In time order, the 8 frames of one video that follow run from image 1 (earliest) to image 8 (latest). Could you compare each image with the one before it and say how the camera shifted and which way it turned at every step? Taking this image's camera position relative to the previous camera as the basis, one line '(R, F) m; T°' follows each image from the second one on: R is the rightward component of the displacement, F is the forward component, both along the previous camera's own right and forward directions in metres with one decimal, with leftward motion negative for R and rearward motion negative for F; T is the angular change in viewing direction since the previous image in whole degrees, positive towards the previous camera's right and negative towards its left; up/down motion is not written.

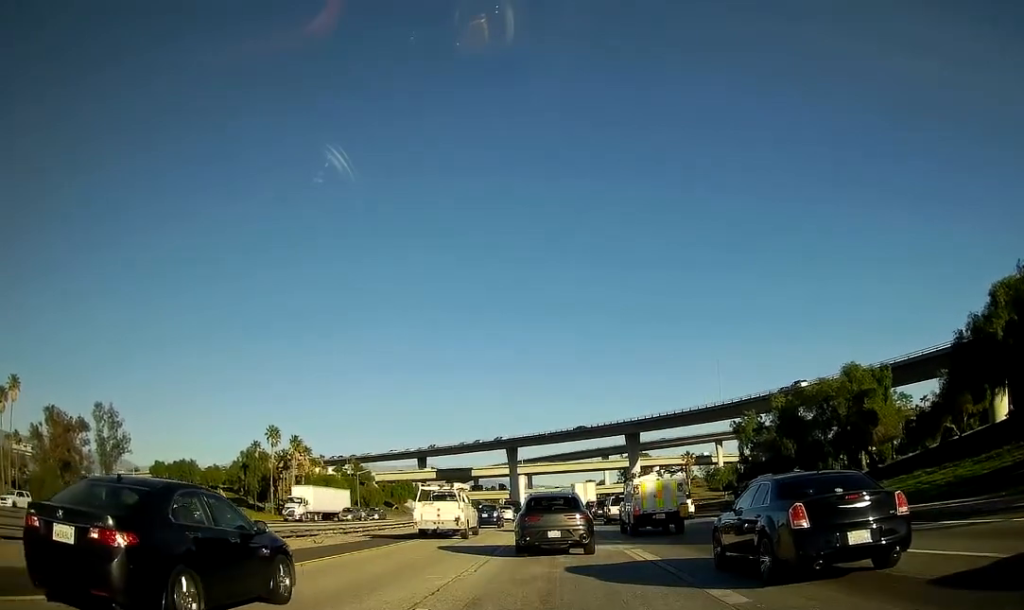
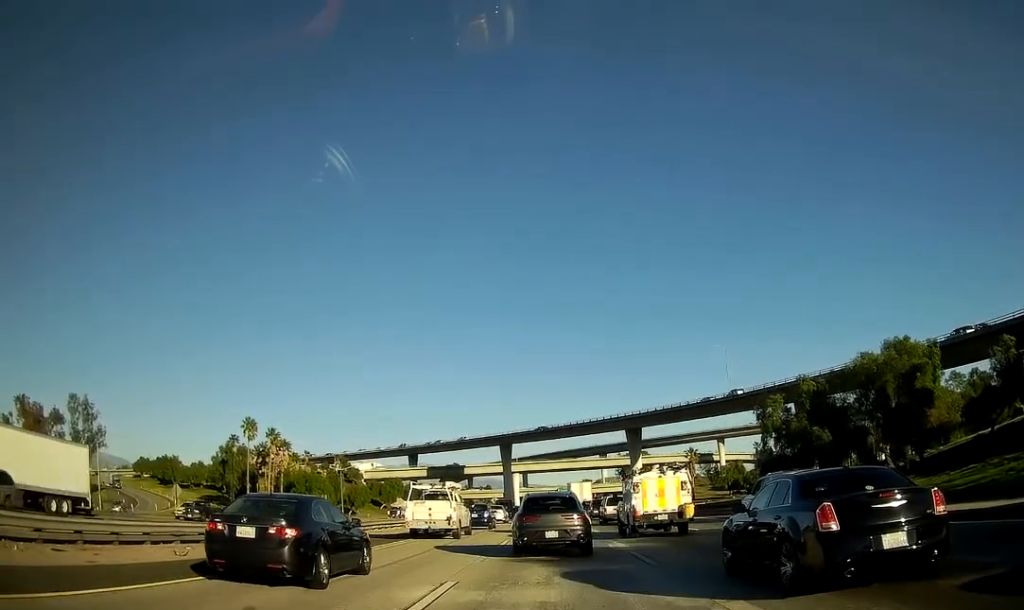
(-0.4, +11.1) m; -1°
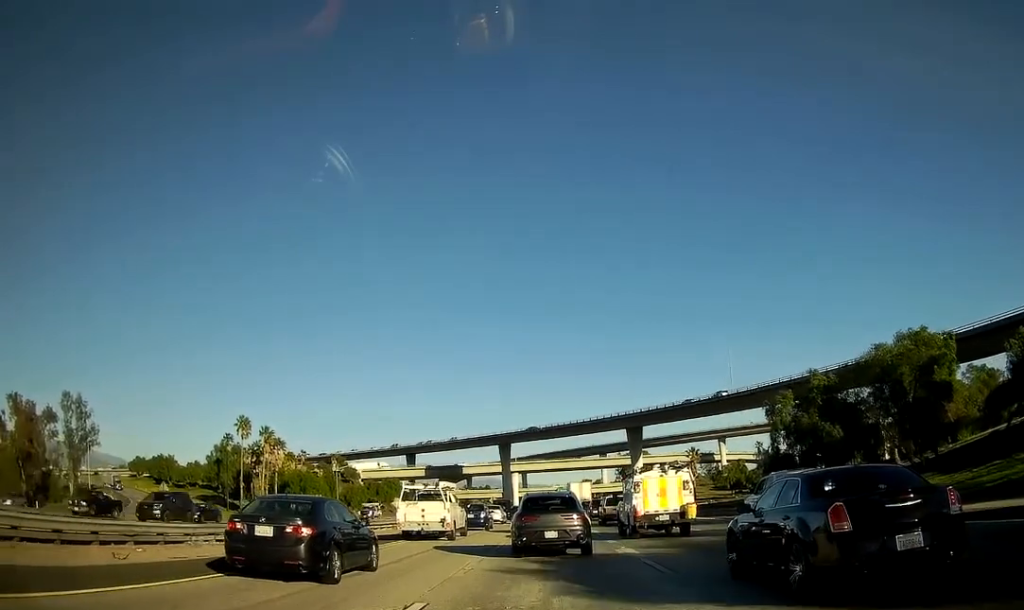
(+0.1, +2.7) m; 0°
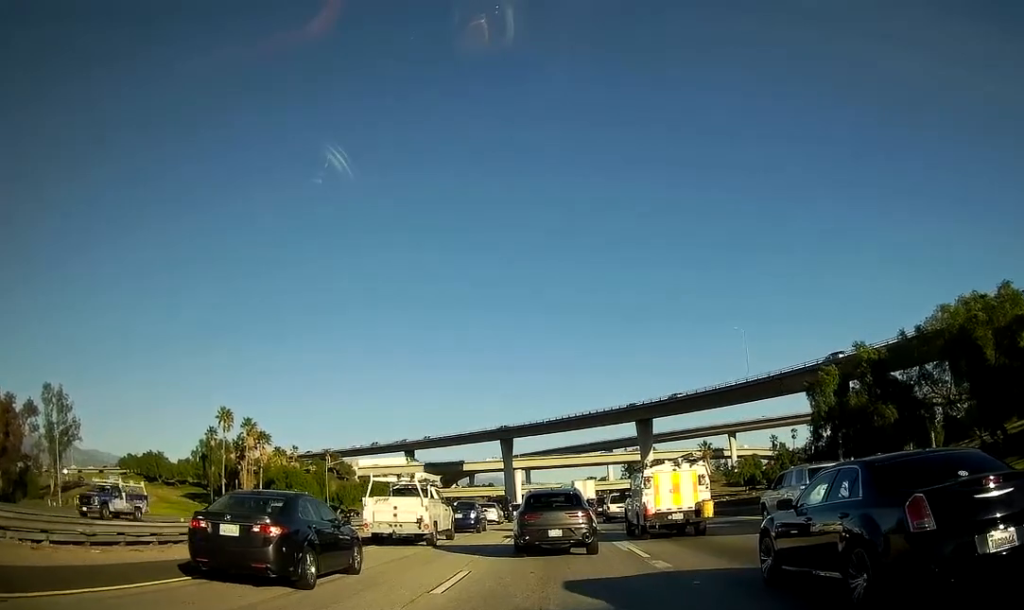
(-0.3, +10.1) m; -1°
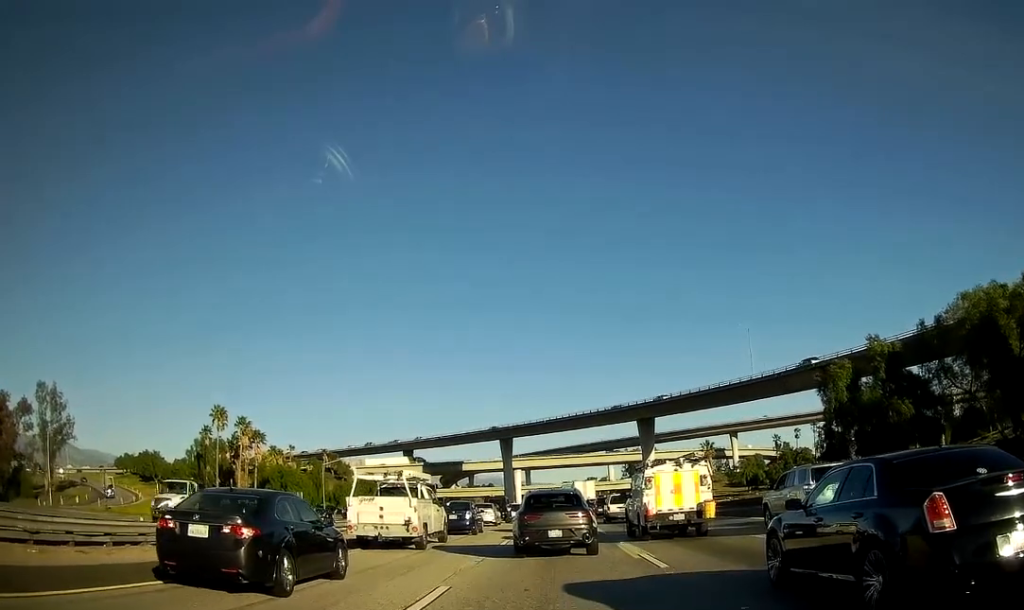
(0.0, +2.7) m; +1°
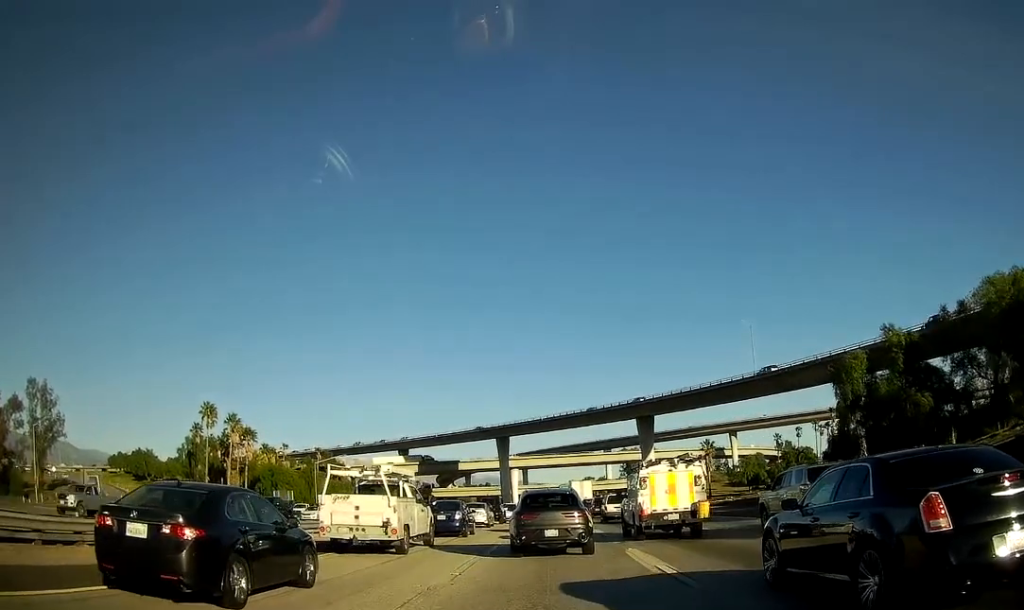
(+0.1, +3.7) m; +2°
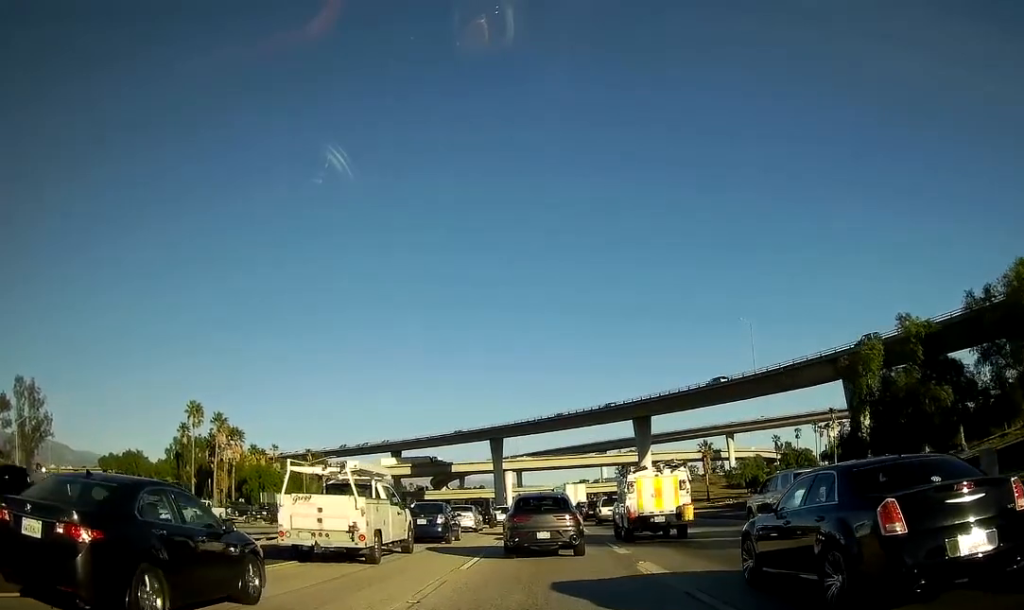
(0.0, +3.8) m; 0°
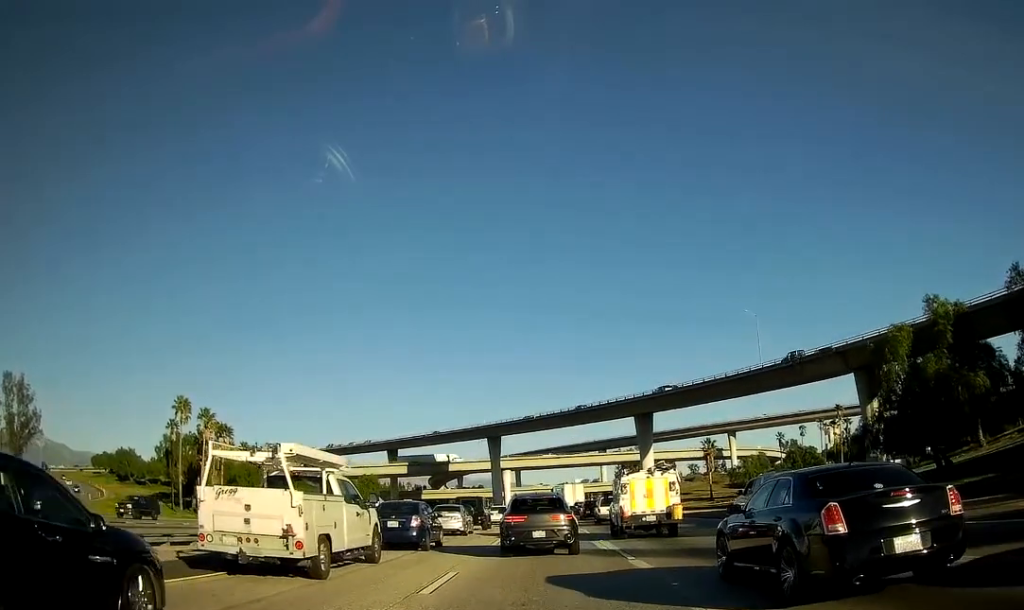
(0.0, +4.5) m; -1°
